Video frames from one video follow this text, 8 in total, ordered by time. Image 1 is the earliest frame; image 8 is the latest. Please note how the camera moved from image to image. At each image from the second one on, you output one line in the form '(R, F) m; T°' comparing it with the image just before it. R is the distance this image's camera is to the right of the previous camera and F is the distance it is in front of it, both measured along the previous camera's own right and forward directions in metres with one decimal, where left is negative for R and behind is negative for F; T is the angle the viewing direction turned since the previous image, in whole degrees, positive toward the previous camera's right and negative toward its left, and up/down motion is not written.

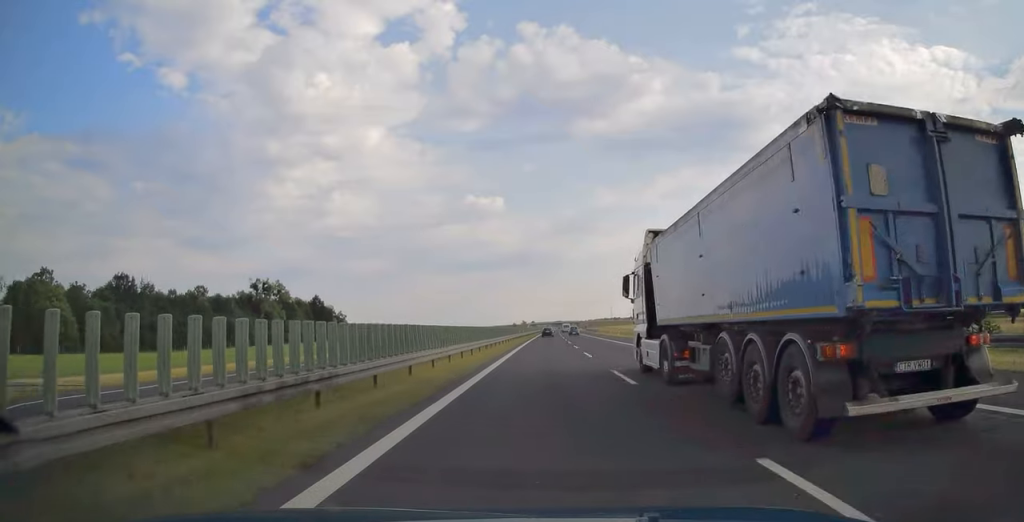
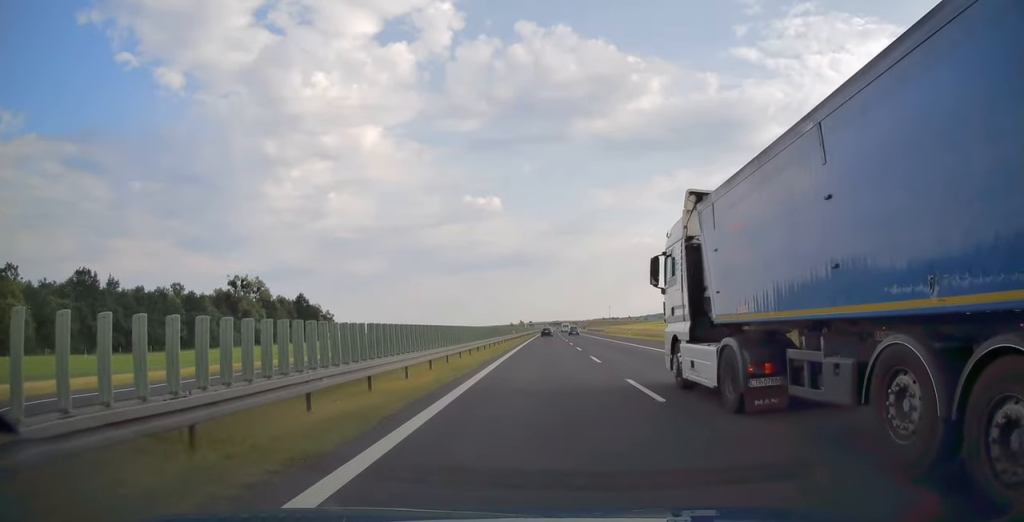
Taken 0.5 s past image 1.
(+0.1, +16.4) m; 0°
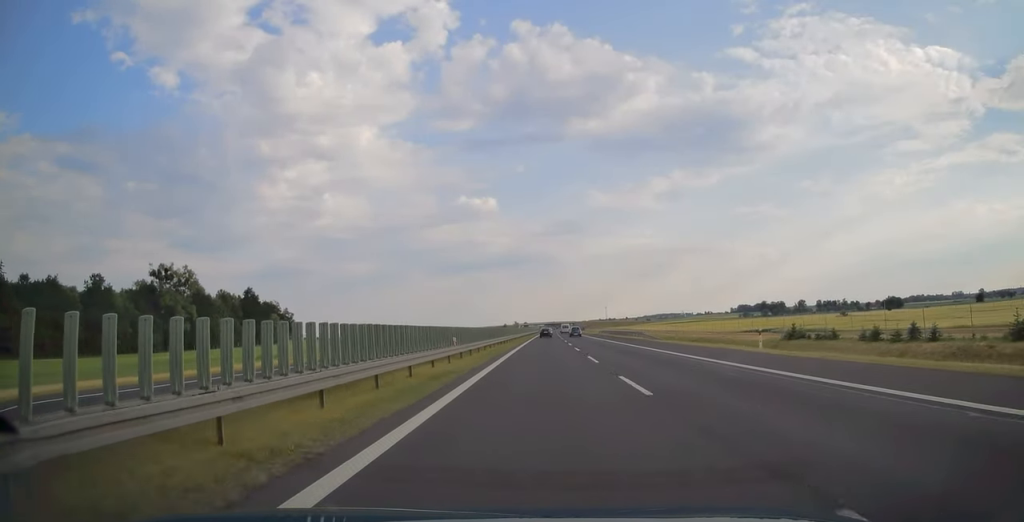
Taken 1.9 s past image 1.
(+0.2, +47.1) m; 0°
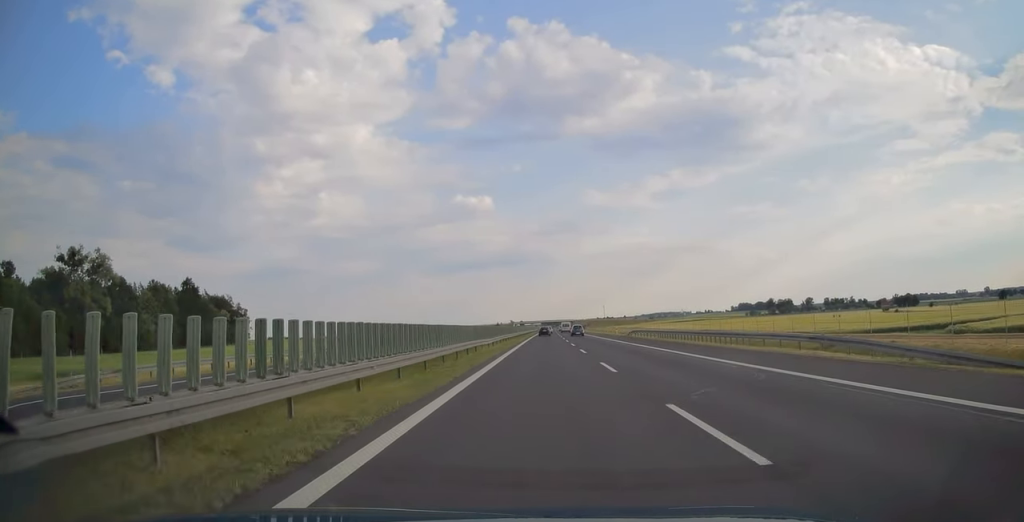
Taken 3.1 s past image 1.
(+0.2, +41.5) m; 0°
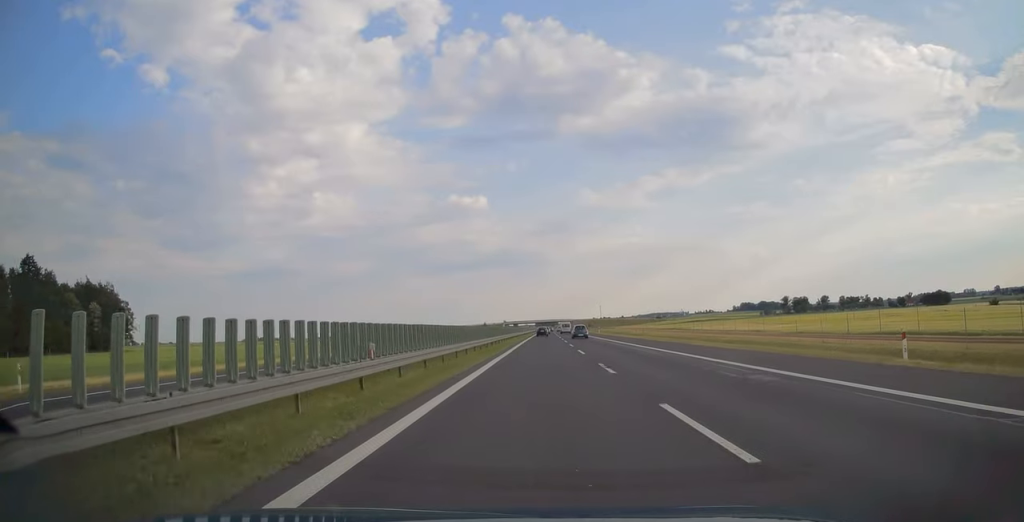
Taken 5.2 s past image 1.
(+0.2, +71.3) m; 0°
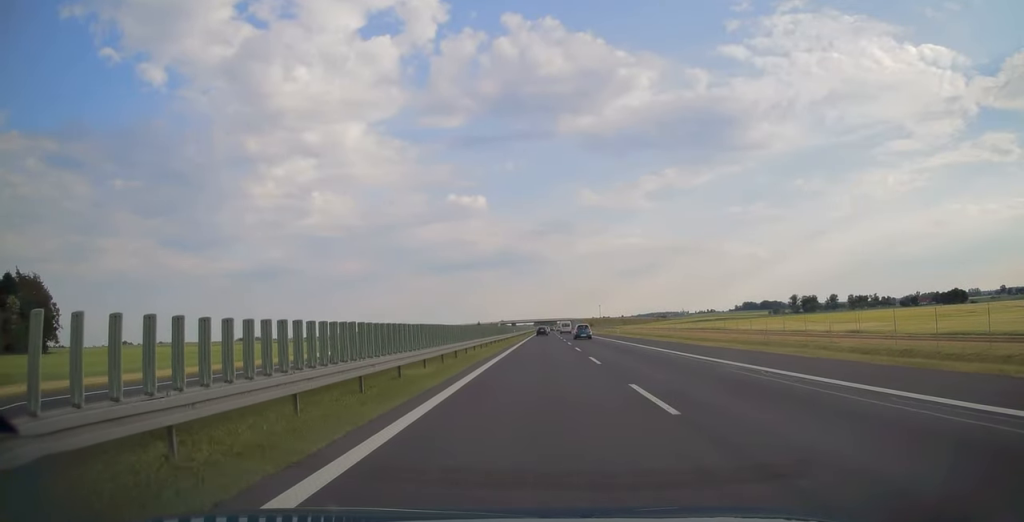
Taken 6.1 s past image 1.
(+0.1, +32.0) m; 0°
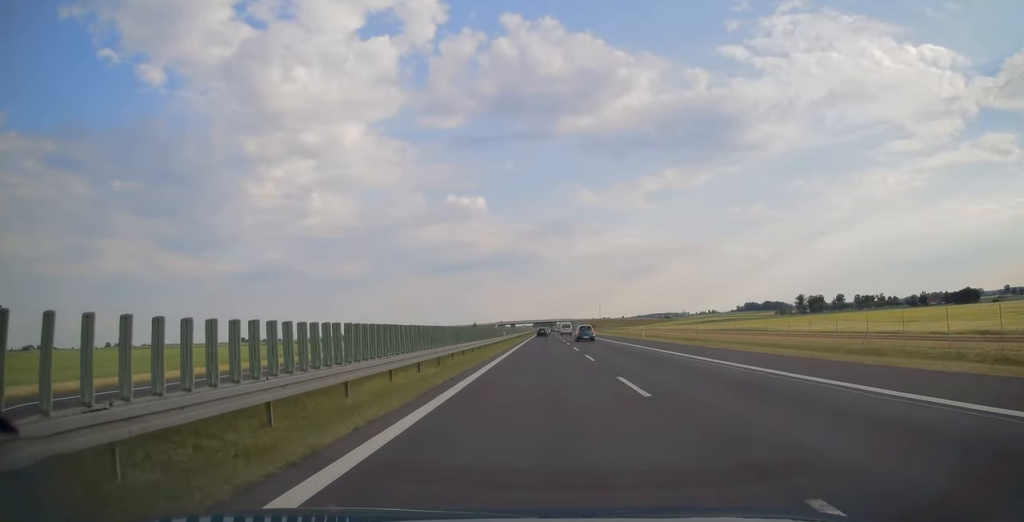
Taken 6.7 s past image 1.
(0.0, +21.1) m; 0°
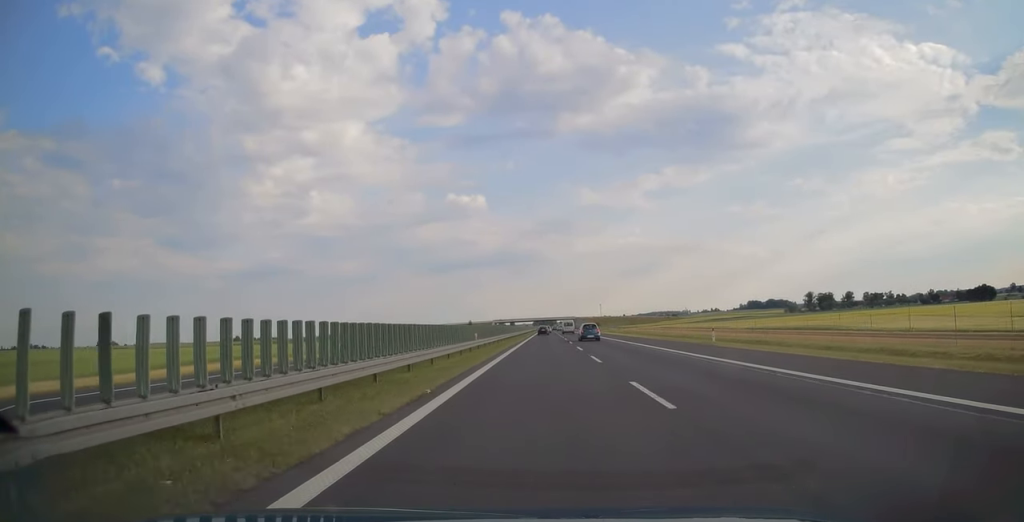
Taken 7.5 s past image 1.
(+0.1, +25.7) m; 0°
